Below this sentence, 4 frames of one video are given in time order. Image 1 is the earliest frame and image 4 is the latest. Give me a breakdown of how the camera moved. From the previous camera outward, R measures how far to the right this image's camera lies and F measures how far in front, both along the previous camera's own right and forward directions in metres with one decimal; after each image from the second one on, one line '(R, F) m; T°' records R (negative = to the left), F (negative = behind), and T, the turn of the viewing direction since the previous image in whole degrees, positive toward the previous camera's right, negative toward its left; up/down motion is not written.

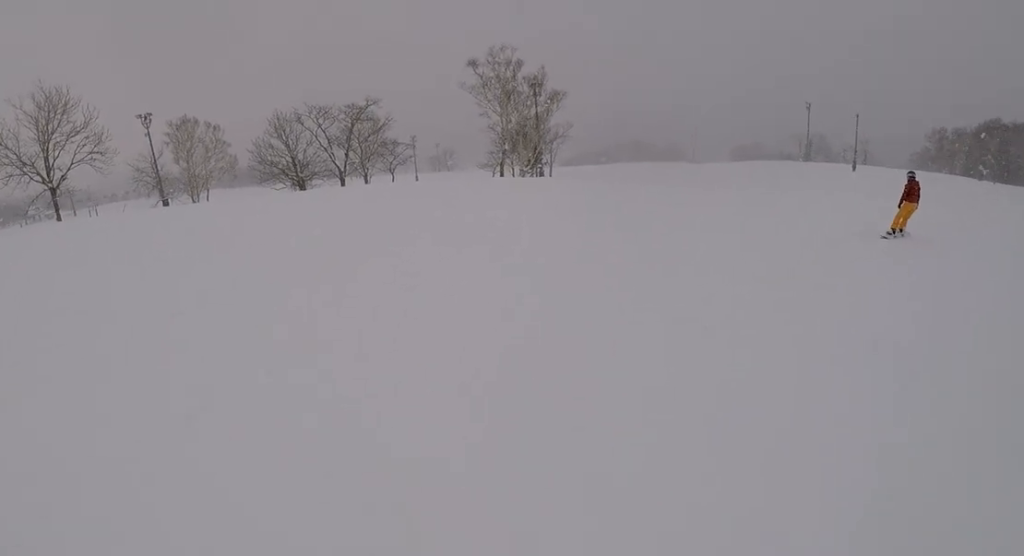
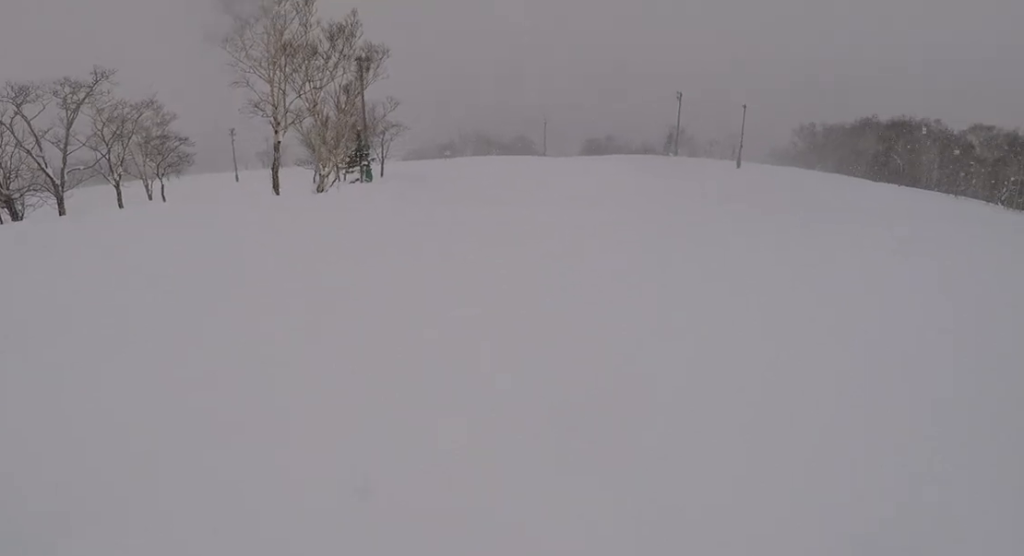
(+4.6, +20.6) m; +17°
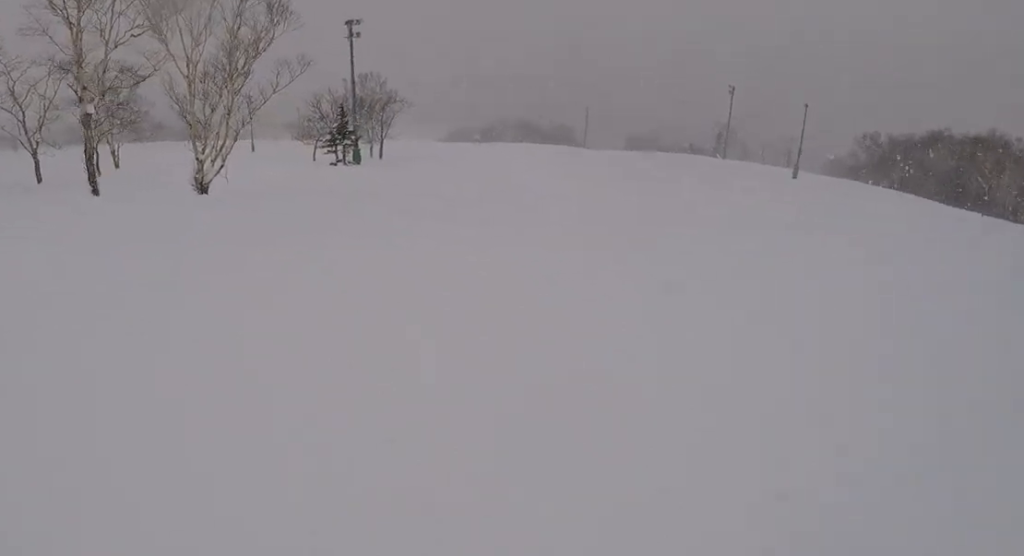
(+1.3, +12.6) m; +5°
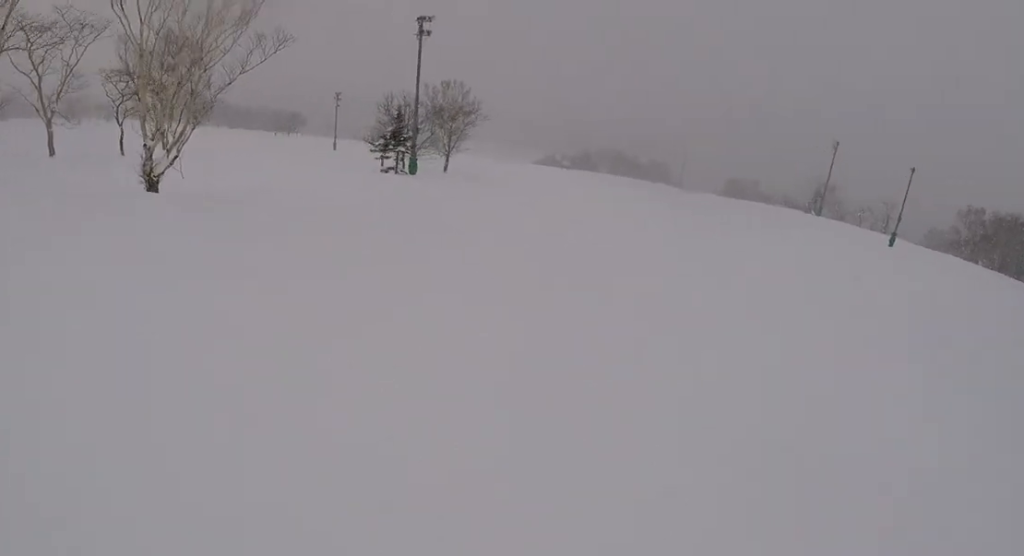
(-0.3, +6.9) m; -7°
